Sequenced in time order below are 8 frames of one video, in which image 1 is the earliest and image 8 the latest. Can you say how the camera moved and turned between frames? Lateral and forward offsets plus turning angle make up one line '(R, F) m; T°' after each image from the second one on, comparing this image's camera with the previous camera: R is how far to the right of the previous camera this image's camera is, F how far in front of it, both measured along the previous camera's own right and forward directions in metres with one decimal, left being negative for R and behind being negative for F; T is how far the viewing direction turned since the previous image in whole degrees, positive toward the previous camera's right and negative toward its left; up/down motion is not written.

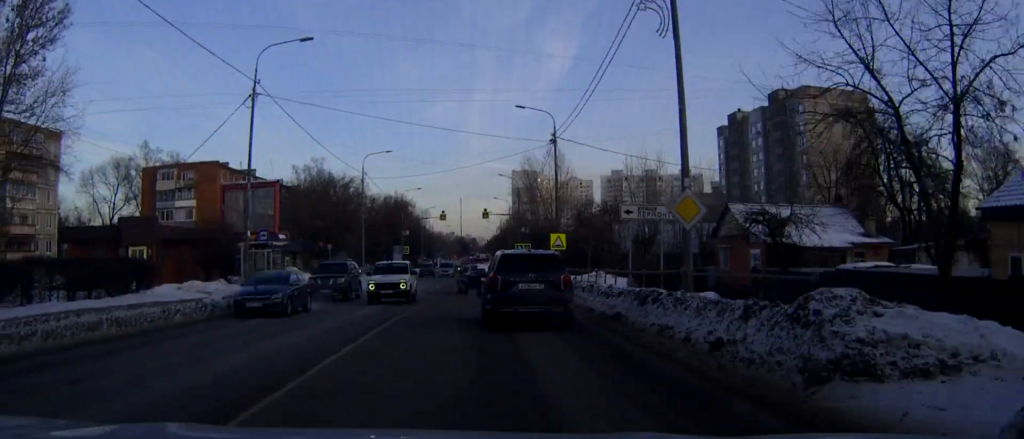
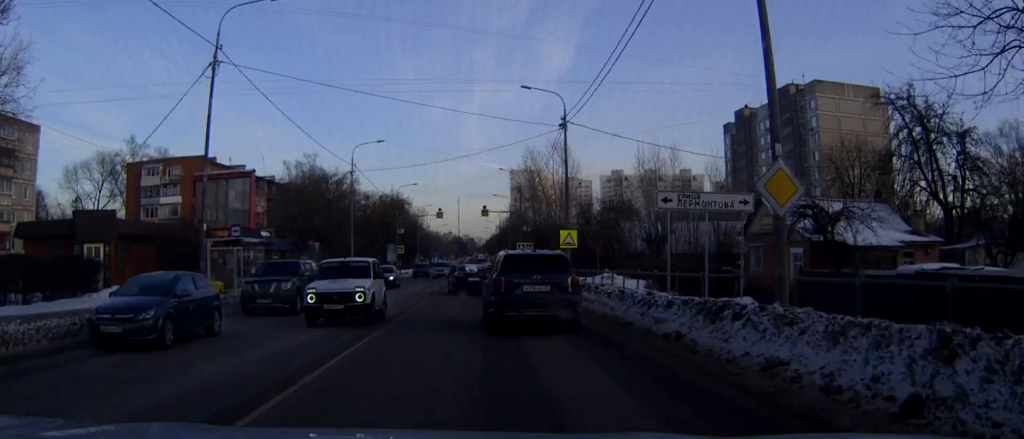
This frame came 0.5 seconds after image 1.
(0.0, +5.1) m; 0°
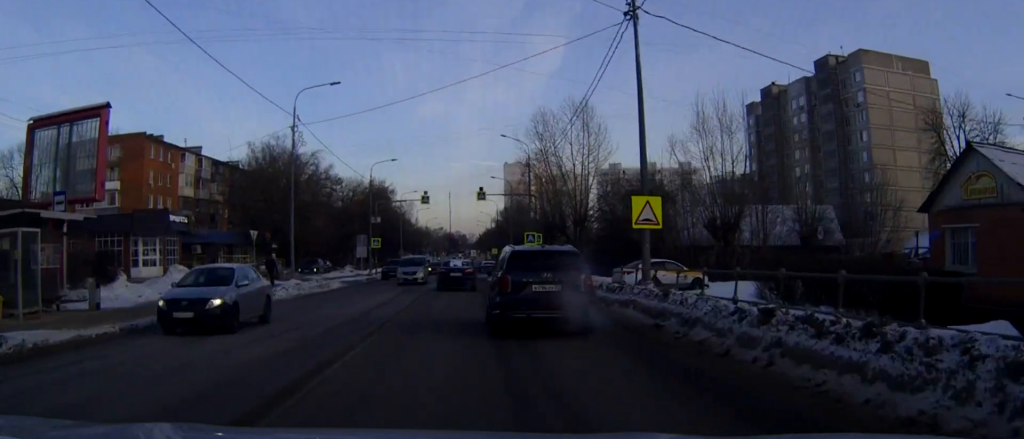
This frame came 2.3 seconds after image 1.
(+0.1, +17.6) m; 0°
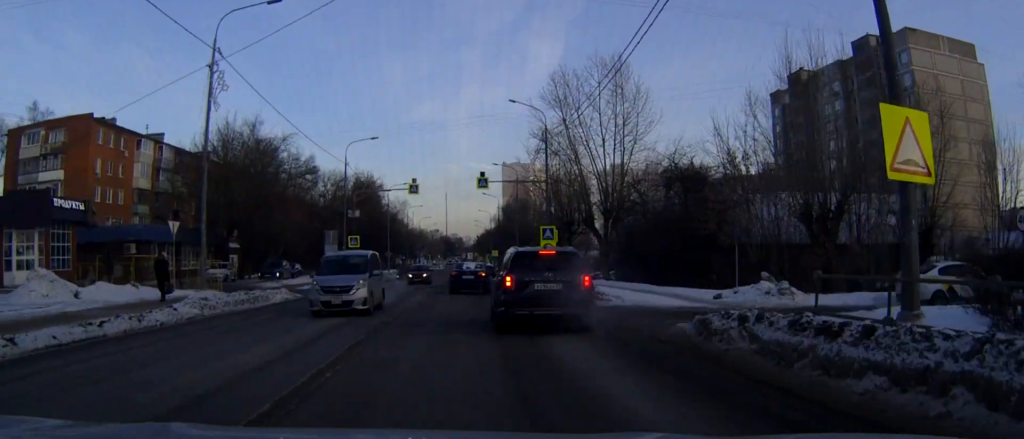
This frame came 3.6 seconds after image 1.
(0.0, +13.1) m; -1°
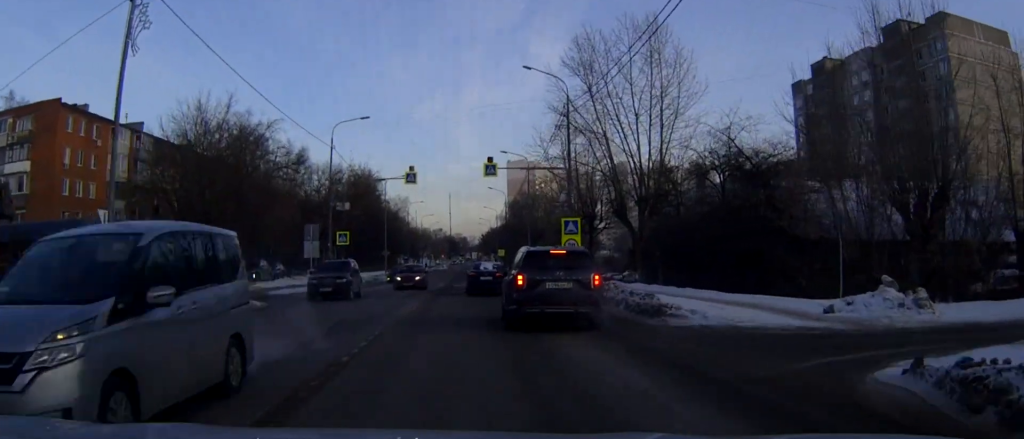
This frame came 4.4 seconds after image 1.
(-0.1, +7.5) m; -1°
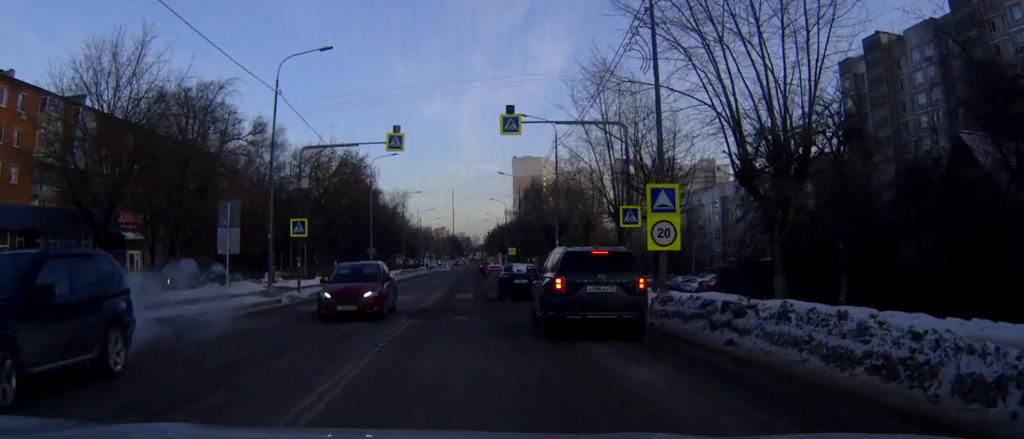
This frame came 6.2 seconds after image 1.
(+0.1, +15.4) m; +2°
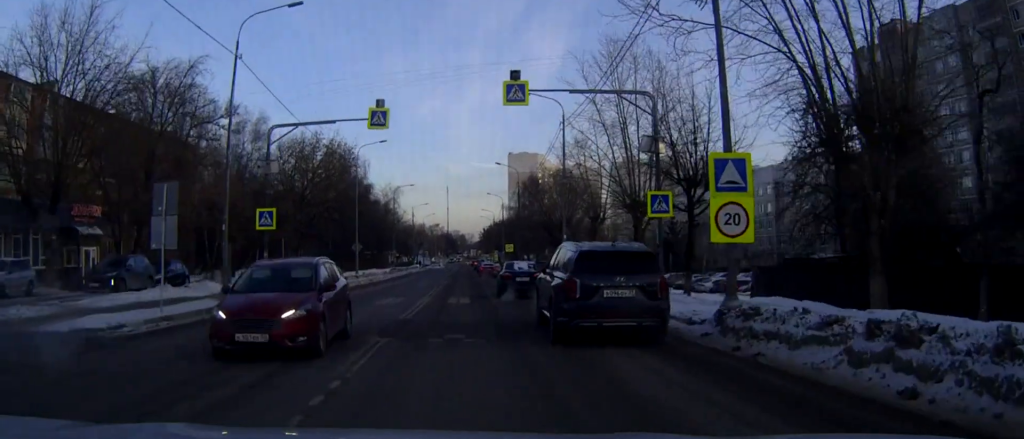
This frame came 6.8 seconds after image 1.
(+0.1, +5.5) m; +1°
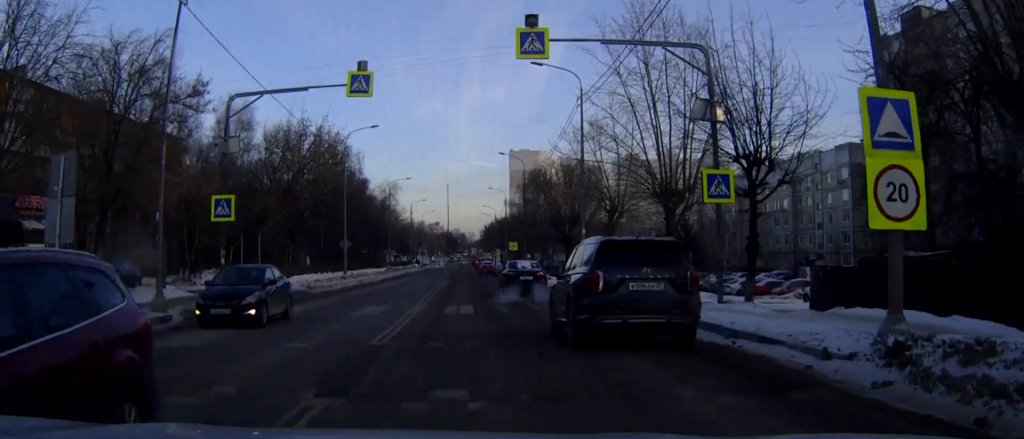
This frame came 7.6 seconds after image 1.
(0.0, +6.0) m; 0°
